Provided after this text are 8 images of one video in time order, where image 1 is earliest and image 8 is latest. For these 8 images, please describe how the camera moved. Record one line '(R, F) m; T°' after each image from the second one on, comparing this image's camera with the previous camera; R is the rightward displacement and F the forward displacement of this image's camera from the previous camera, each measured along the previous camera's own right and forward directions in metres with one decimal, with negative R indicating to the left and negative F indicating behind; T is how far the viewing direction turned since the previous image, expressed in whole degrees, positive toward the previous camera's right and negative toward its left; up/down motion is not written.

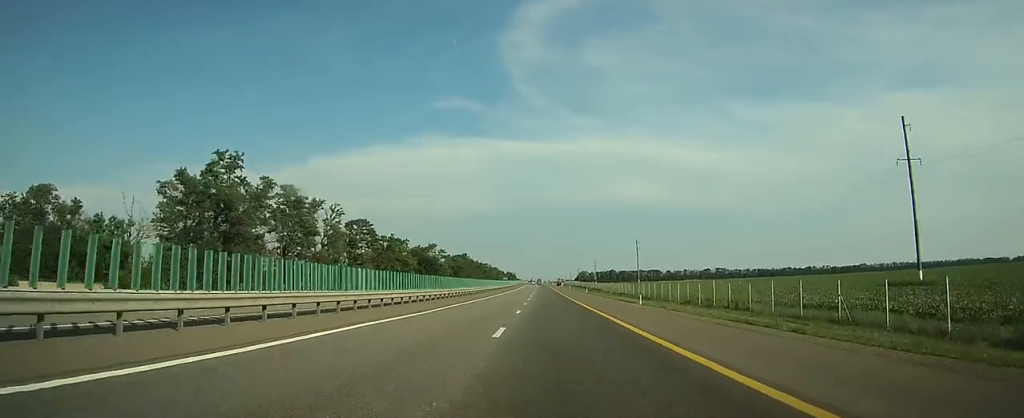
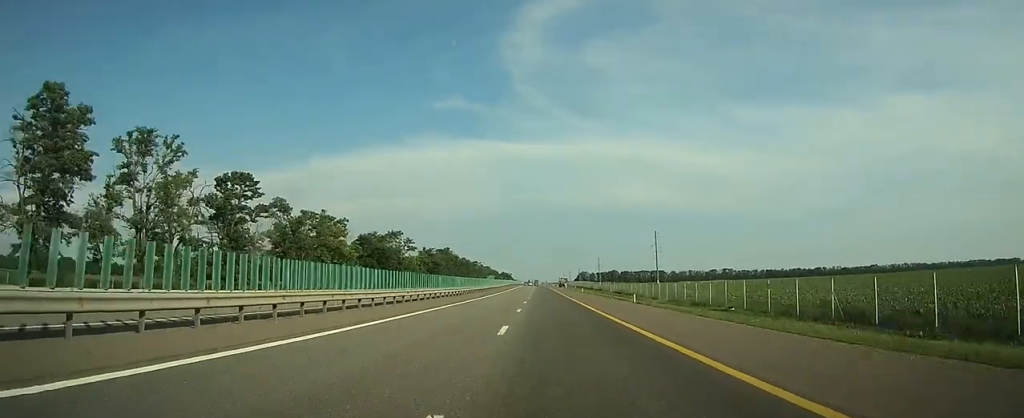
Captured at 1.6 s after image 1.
(-0.1, +47.3) m; 0°
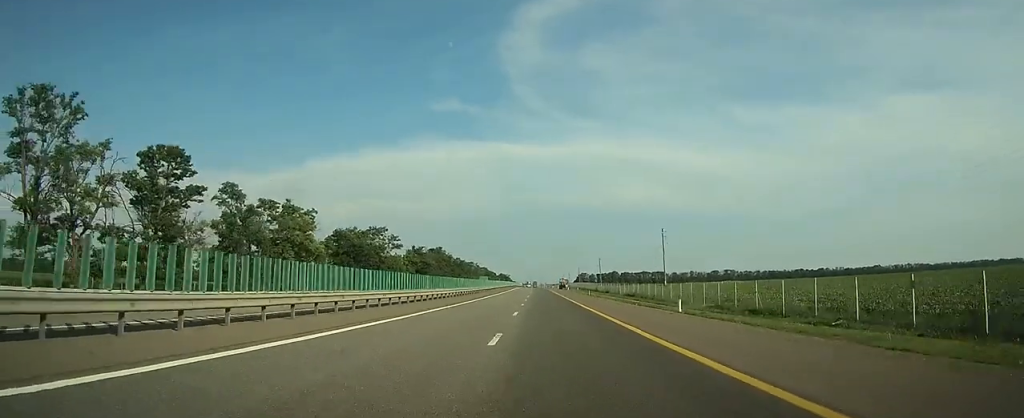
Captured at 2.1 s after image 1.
(0.0, +14.4) m; 0°
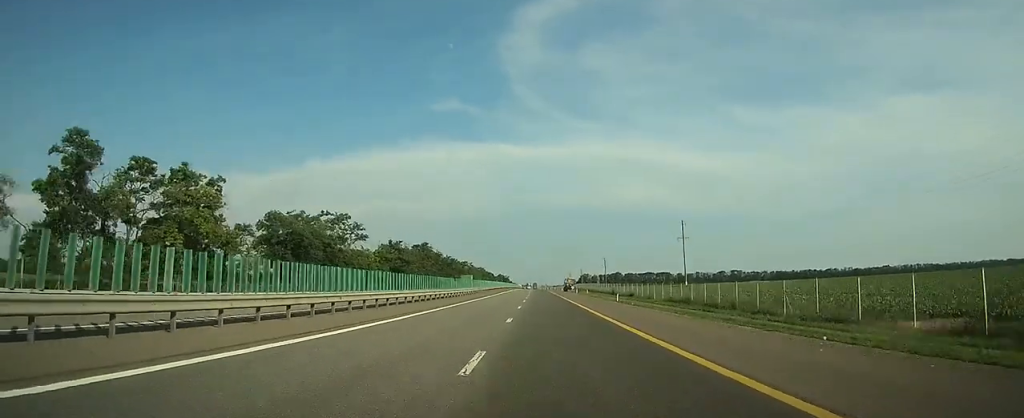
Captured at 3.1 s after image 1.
(+0.1, +27.9) m; 0°
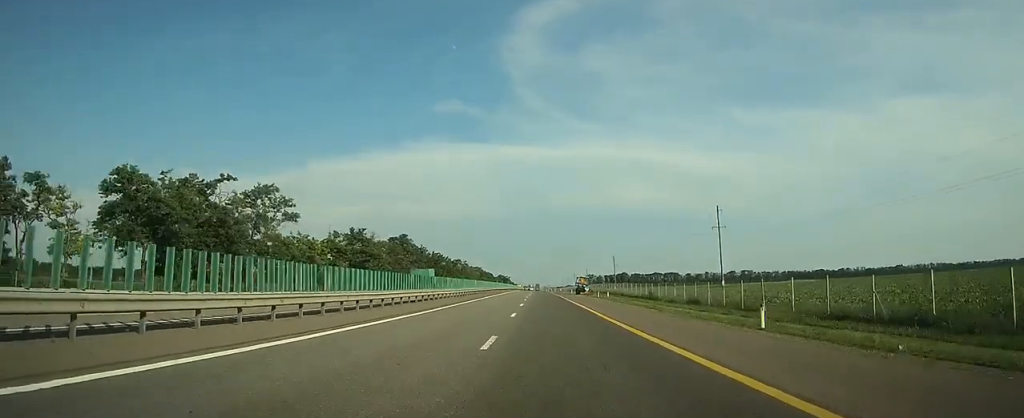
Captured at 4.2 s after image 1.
(0.0, +32.7) m; 0°
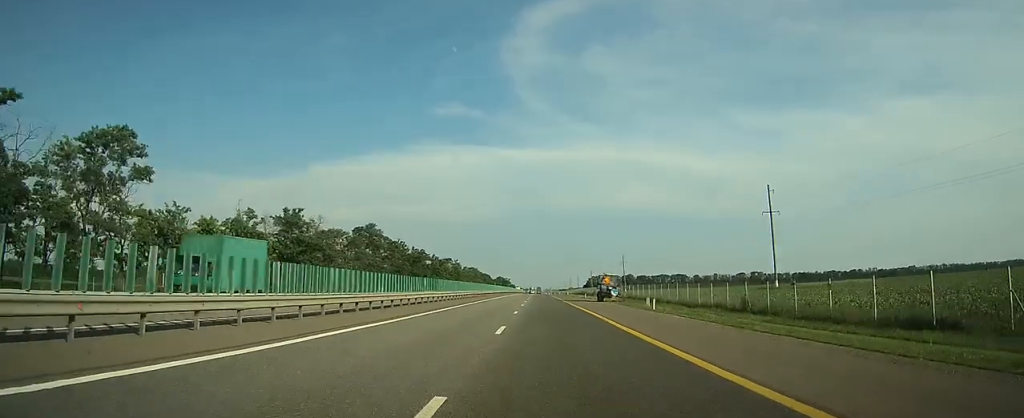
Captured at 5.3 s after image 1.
(0.0, +31.7) m; 0°
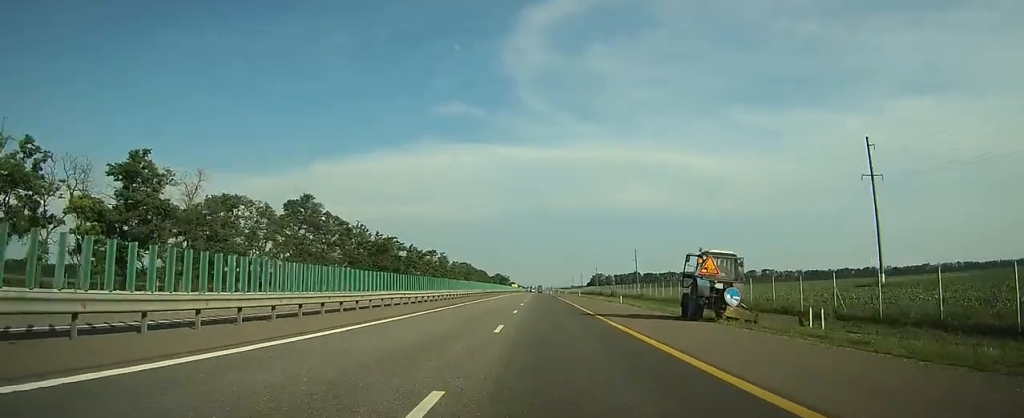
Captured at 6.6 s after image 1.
(-0.1, +35.5) m; 0°
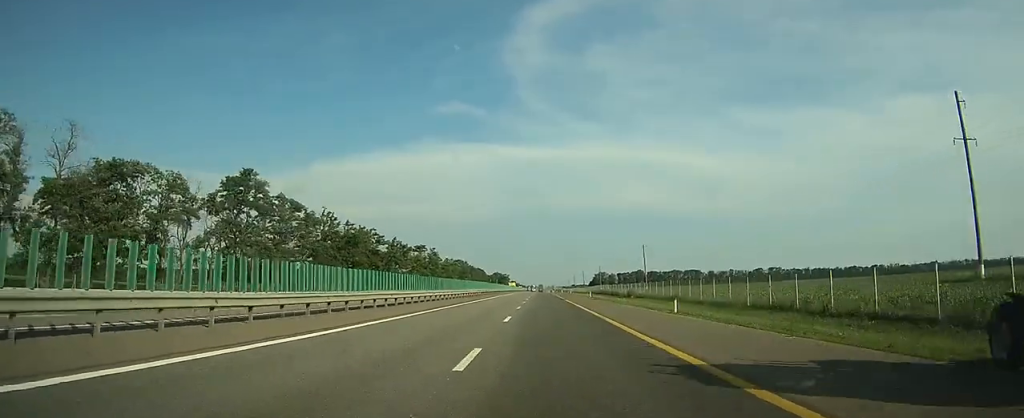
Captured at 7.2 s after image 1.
(0.0, +19.2) m; 0°
